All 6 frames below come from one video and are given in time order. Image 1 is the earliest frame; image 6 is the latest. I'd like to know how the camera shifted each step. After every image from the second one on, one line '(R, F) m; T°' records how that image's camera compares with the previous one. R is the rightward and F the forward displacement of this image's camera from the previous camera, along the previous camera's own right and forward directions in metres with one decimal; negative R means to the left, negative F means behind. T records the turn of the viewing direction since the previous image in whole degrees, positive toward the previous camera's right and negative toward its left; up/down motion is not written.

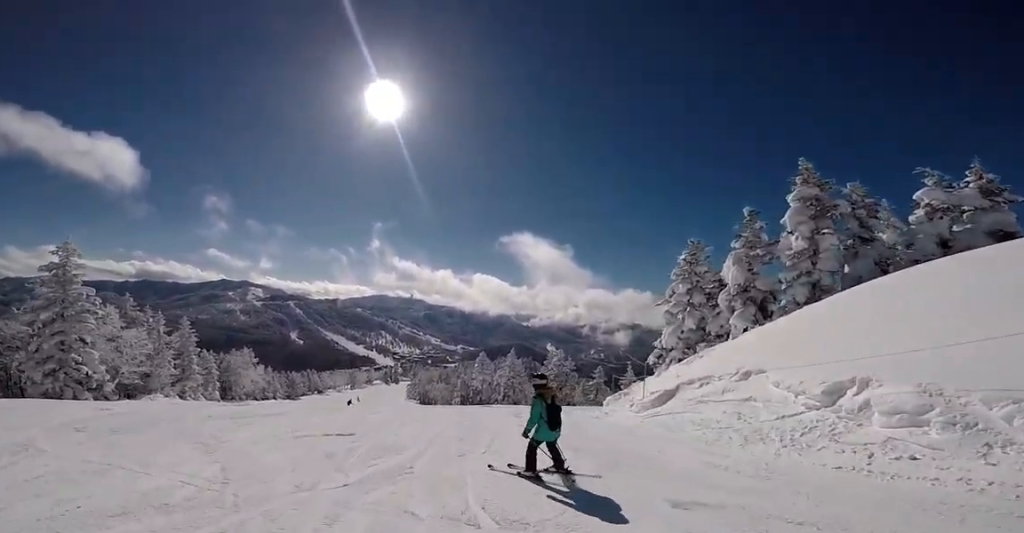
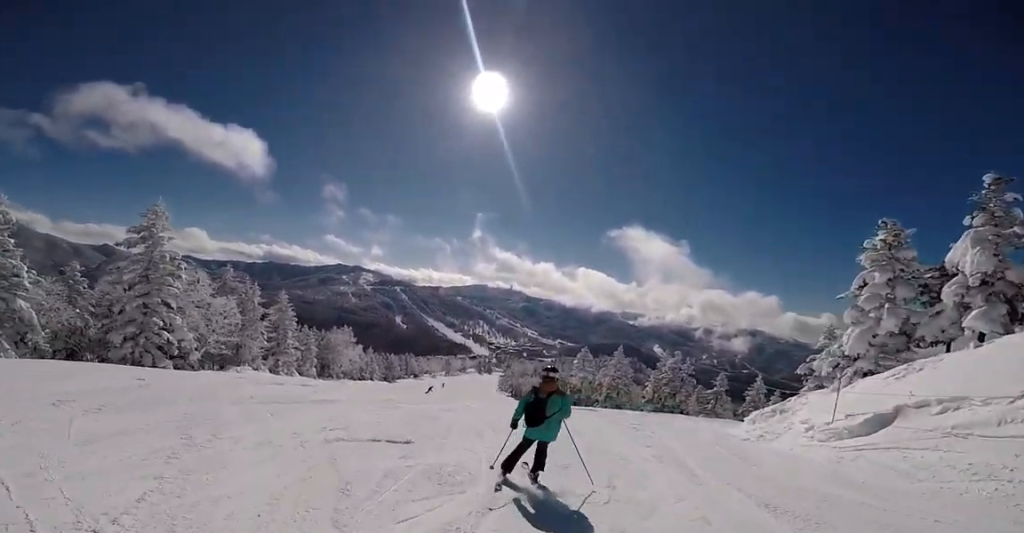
(-0.7, +3.0) m; -11°
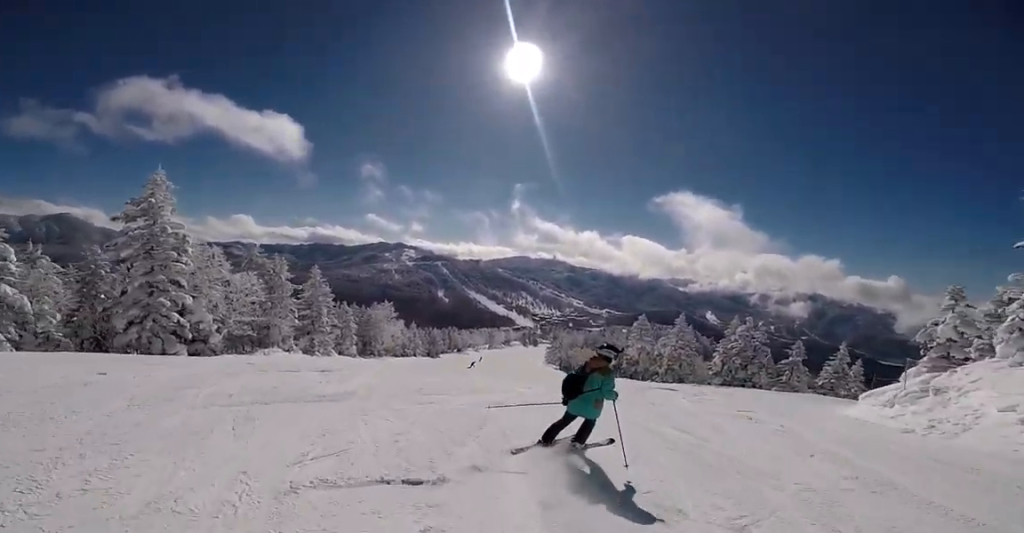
(-0.1, +3.1) m; +1°
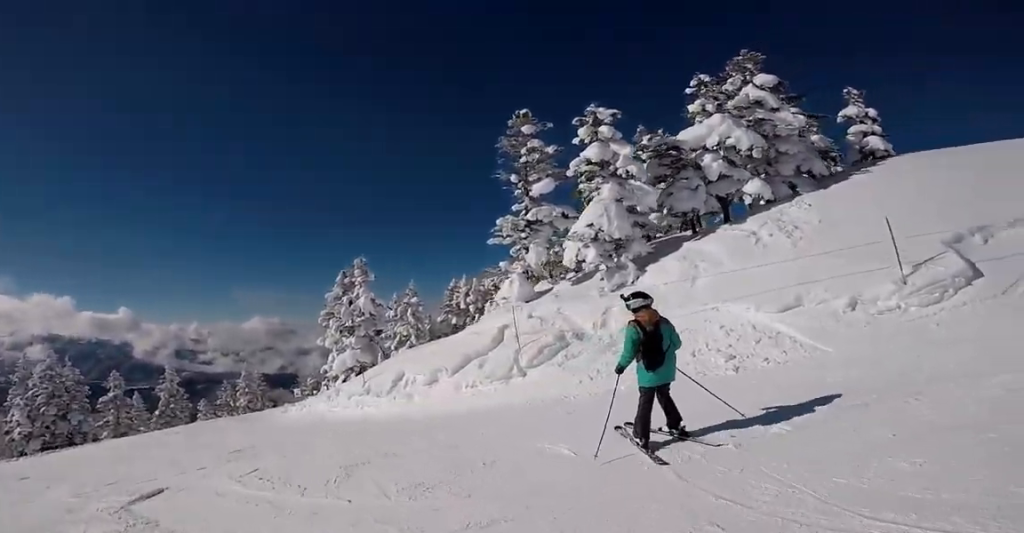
(+4.4, +9.6) m; +67°
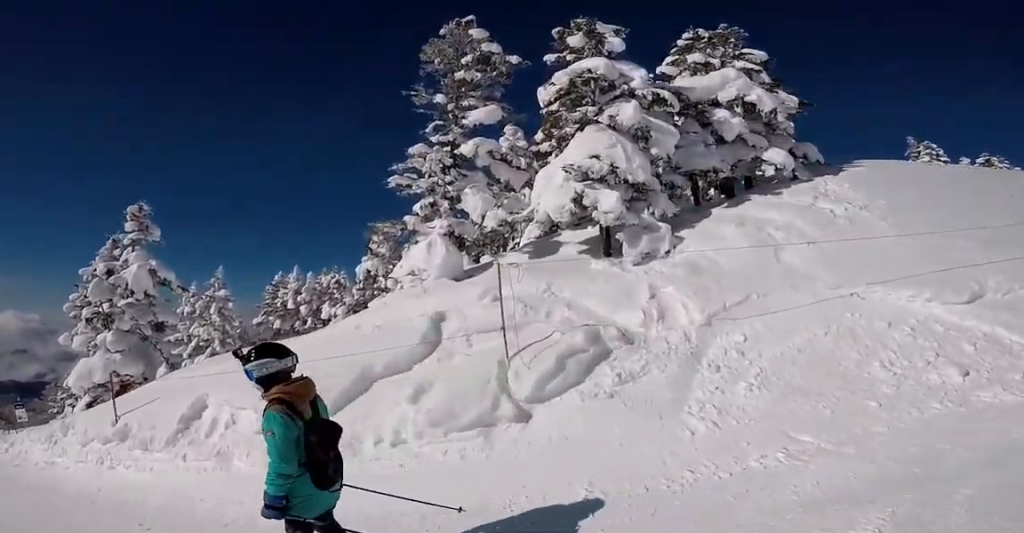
(+1.8, +6.3) m; +2°
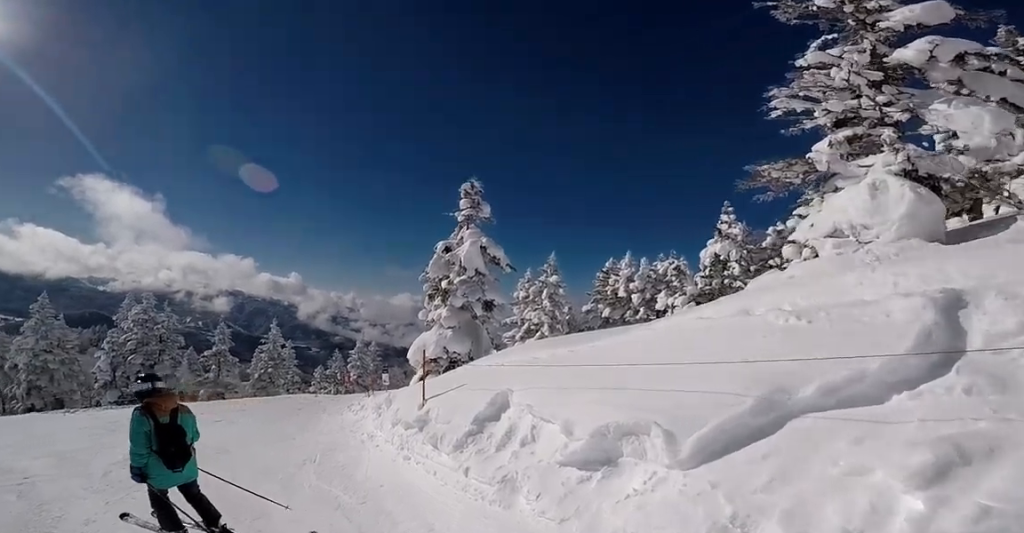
(-1.1, +2.2) m; -20°
